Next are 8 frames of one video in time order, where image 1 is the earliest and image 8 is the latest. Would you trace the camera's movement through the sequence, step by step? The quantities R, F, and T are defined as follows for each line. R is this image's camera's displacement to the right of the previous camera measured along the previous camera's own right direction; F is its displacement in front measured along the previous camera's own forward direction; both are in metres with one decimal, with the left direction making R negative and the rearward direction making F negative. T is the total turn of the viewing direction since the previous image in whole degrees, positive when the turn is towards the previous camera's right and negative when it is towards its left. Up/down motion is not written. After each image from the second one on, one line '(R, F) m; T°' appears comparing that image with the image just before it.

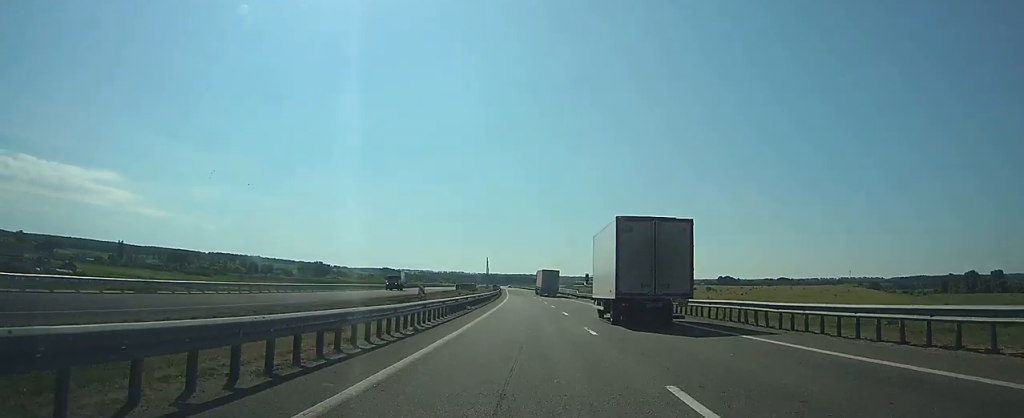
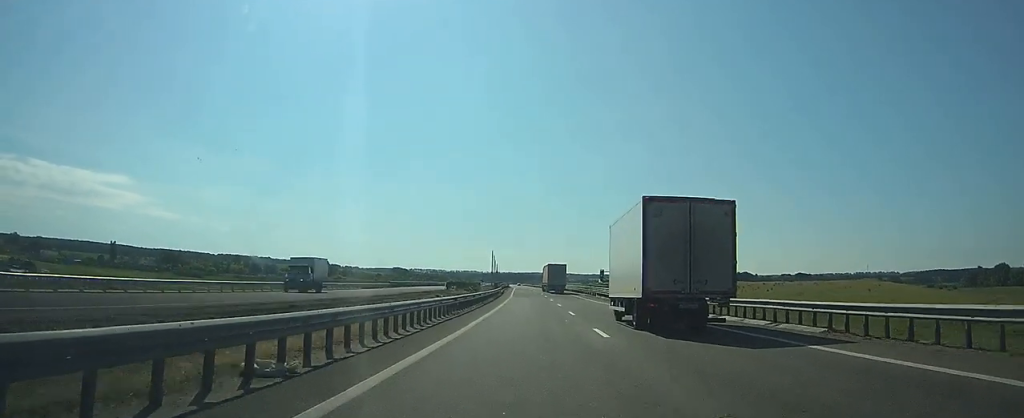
(-0.3, +25.7) m; -2°
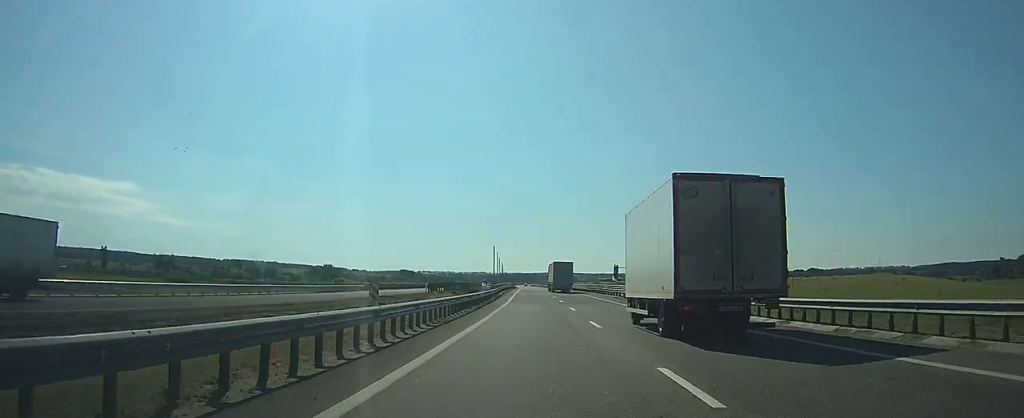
(-0.2, +20.9) m; -1°
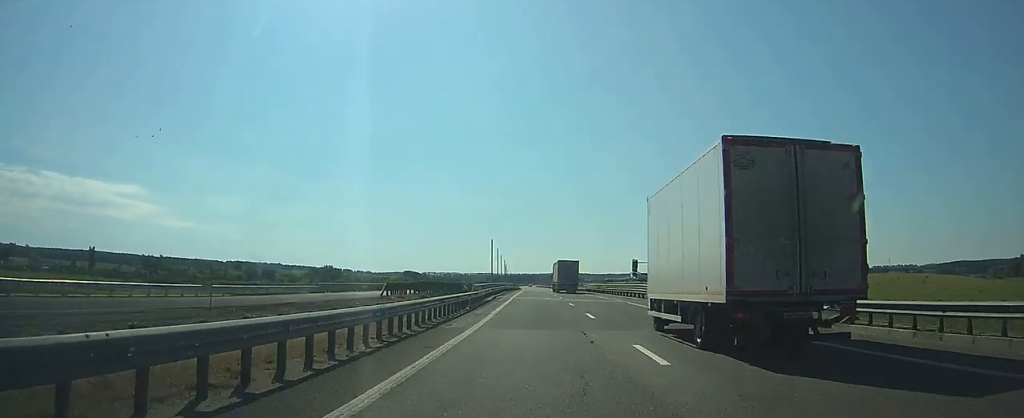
(-0.4, +20.8) m; -1°
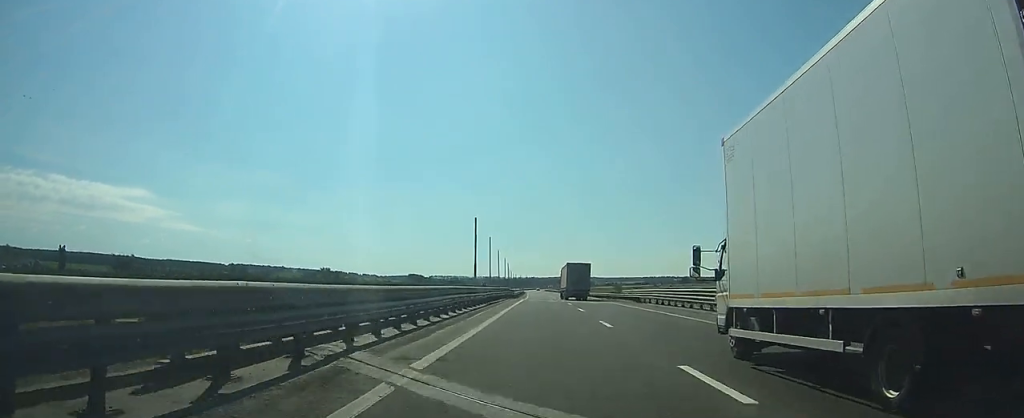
(-0.3, +39.6) m; -1°
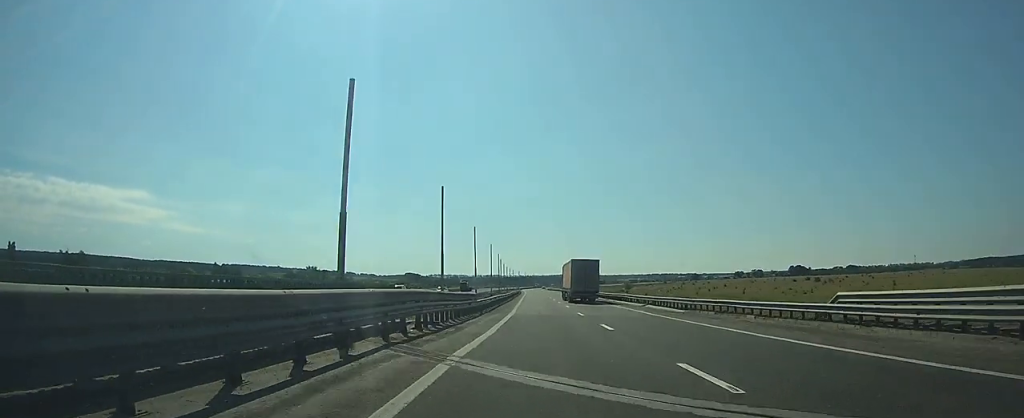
(-0.5, +46.9) m; -1°
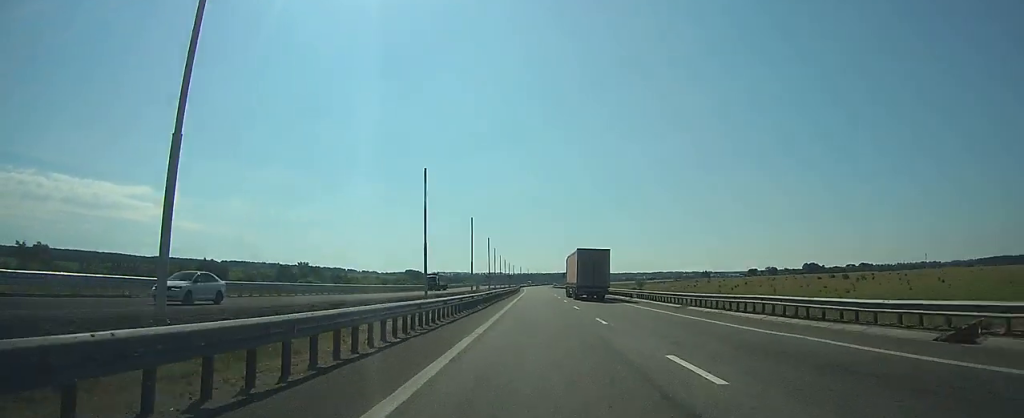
(0.0, +35.6) m; 0°
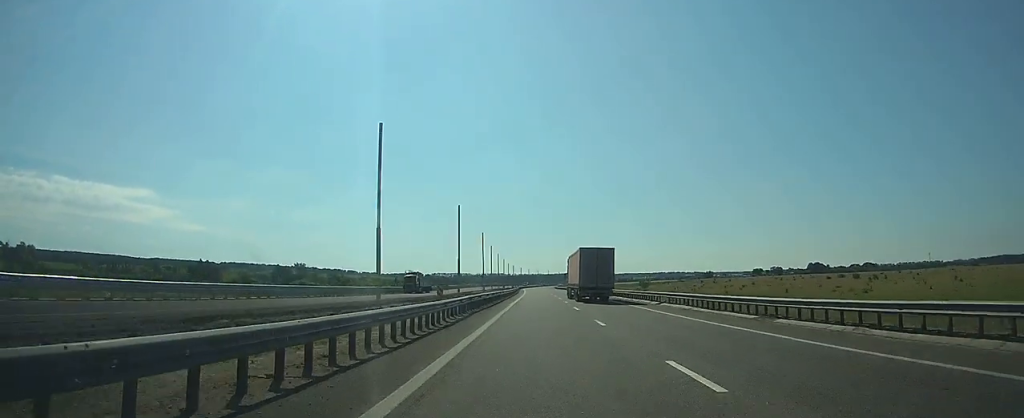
(0.0, +12.2) m; 0°
